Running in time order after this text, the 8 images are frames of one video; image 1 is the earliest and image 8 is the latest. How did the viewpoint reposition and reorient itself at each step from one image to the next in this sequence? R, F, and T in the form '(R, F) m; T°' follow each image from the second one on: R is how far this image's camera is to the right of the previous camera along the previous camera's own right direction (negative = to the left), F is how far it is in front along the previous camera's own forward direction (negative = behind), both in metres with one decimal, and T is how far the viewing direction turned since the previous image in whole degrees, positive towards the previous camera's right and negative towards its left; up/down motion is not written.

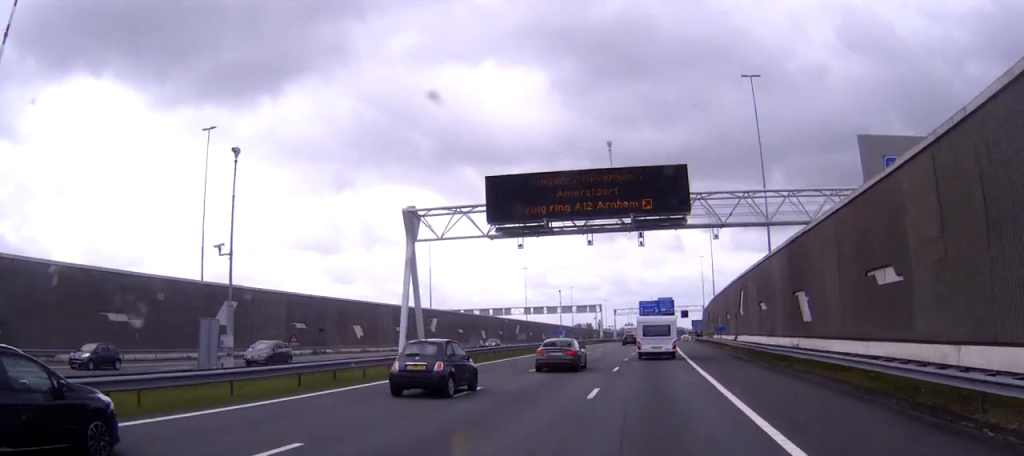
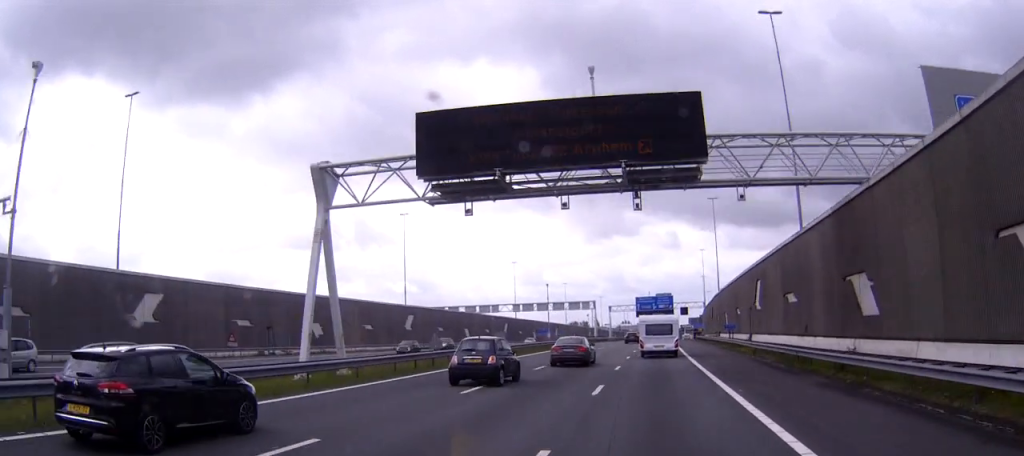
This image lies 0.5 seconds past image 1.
(-0.1, +11.4) m; 0°
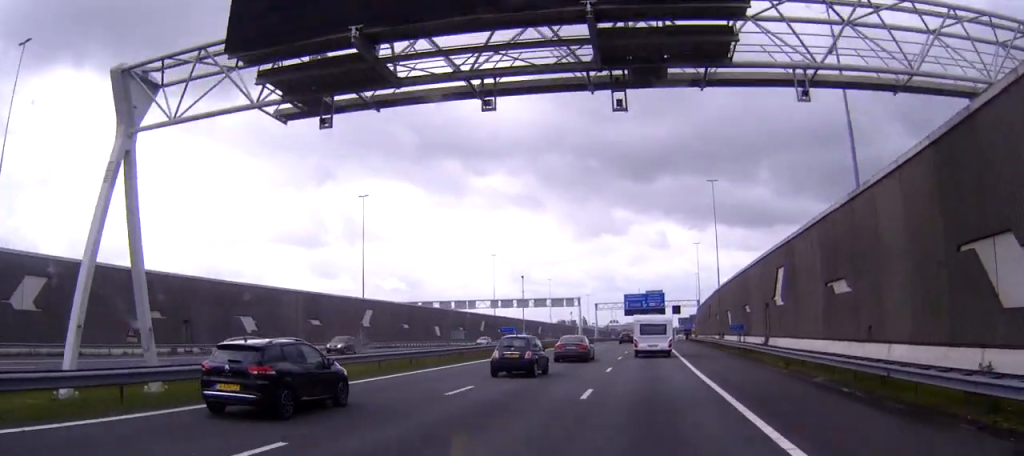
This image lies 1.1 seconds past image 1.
(0.0, +12.7) m; 0°
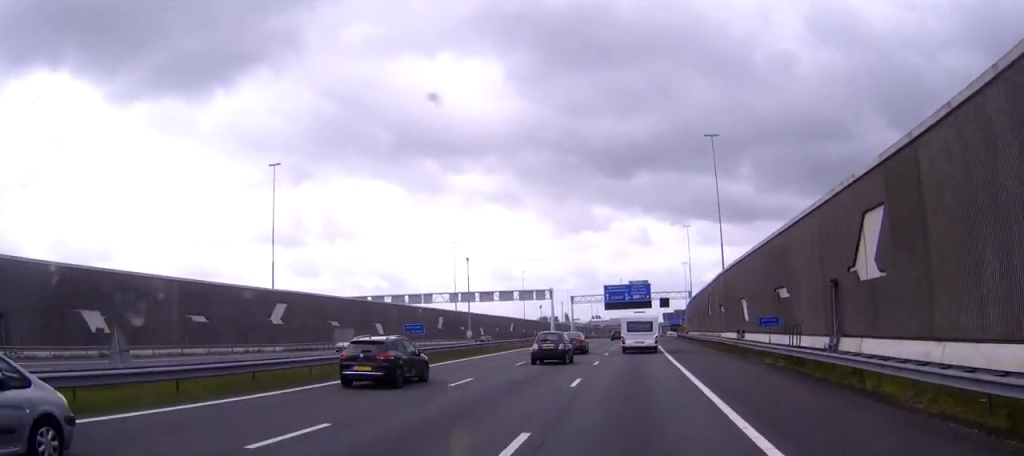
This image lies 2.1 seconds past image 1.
(+0.2, +20.9) m; +1°
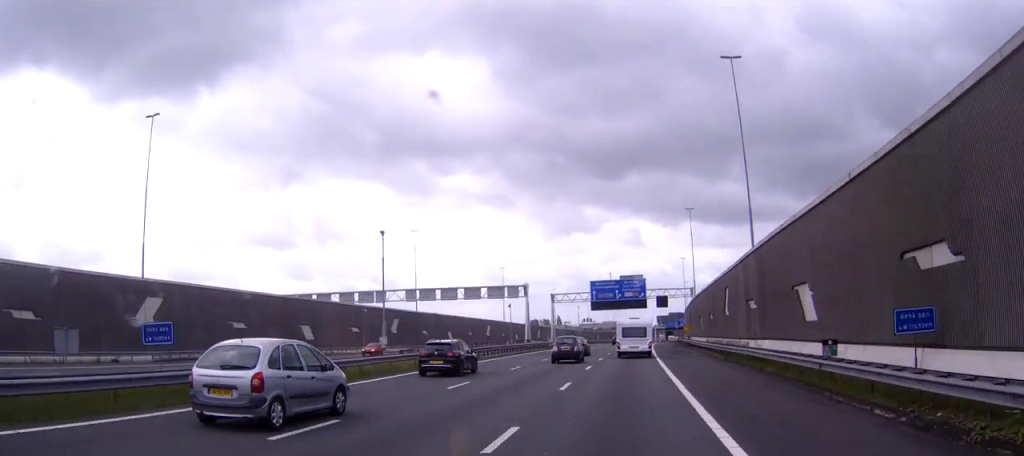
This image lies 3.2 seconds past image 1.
(+0.2, +22.0) m; 0°
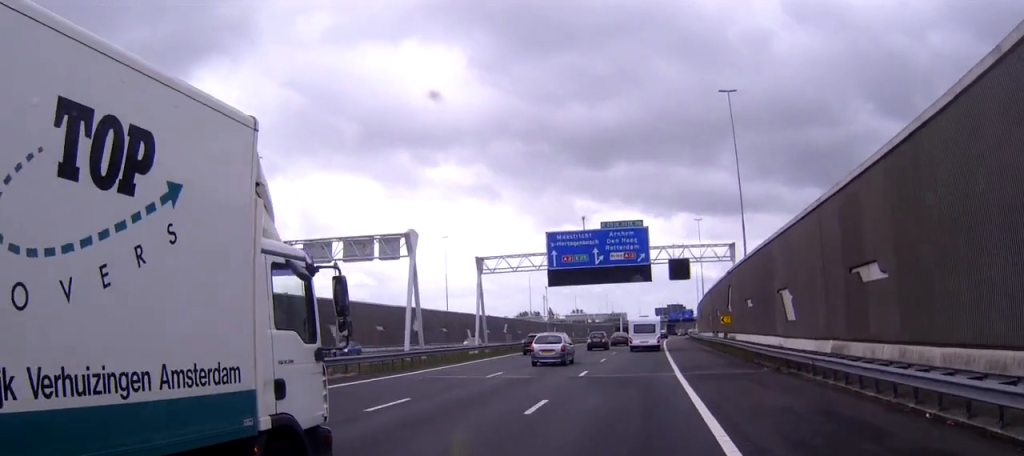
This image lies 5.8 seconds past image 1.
(-0.1, +54.7) m; +1°
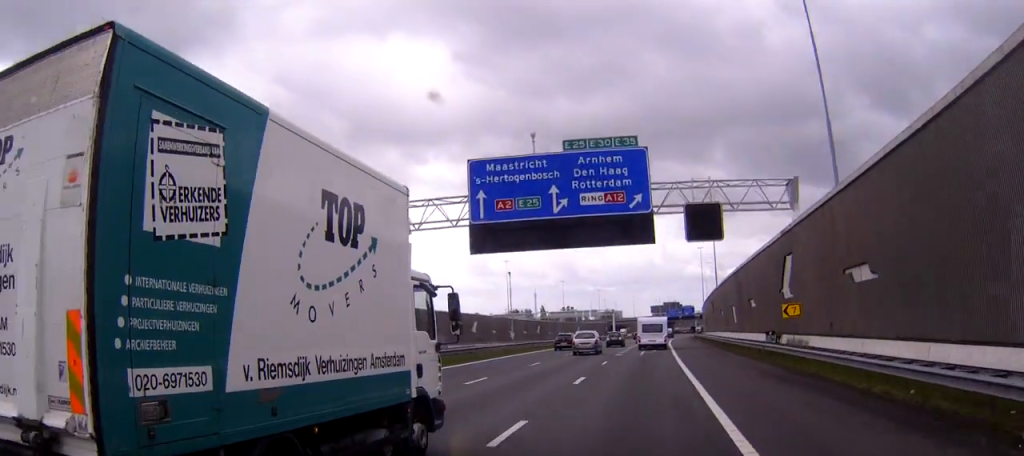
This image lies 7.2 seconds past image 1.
(+0.2, +29.1) m; 0°
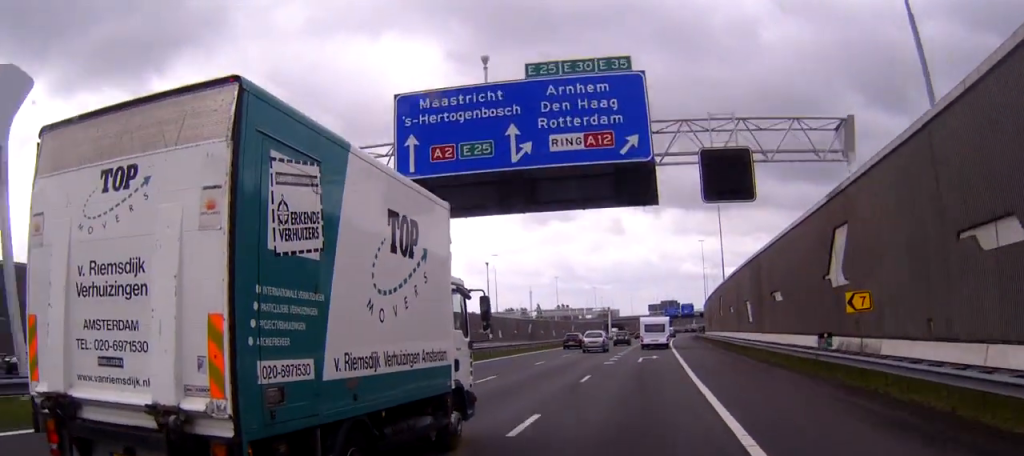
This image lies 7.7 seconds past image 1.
(0.0, +11.5) m; 0°
